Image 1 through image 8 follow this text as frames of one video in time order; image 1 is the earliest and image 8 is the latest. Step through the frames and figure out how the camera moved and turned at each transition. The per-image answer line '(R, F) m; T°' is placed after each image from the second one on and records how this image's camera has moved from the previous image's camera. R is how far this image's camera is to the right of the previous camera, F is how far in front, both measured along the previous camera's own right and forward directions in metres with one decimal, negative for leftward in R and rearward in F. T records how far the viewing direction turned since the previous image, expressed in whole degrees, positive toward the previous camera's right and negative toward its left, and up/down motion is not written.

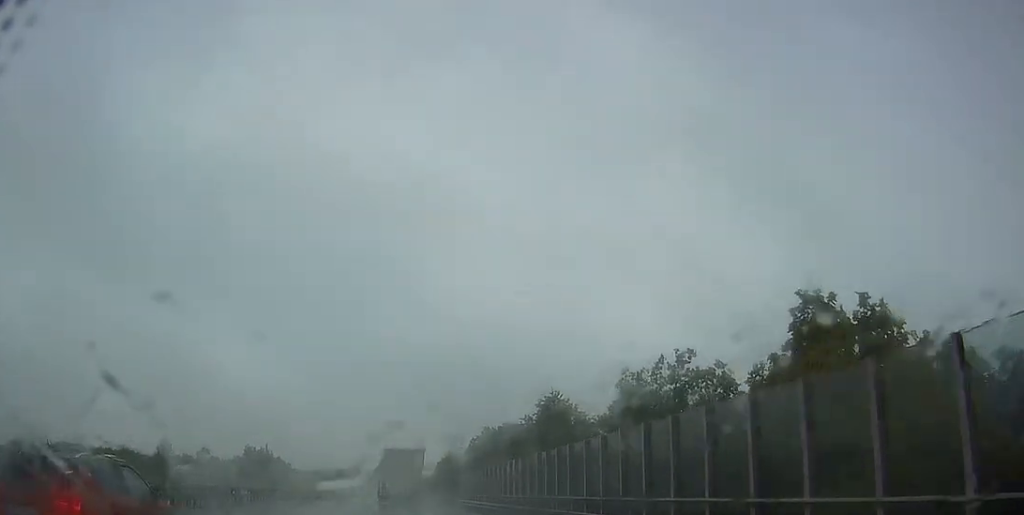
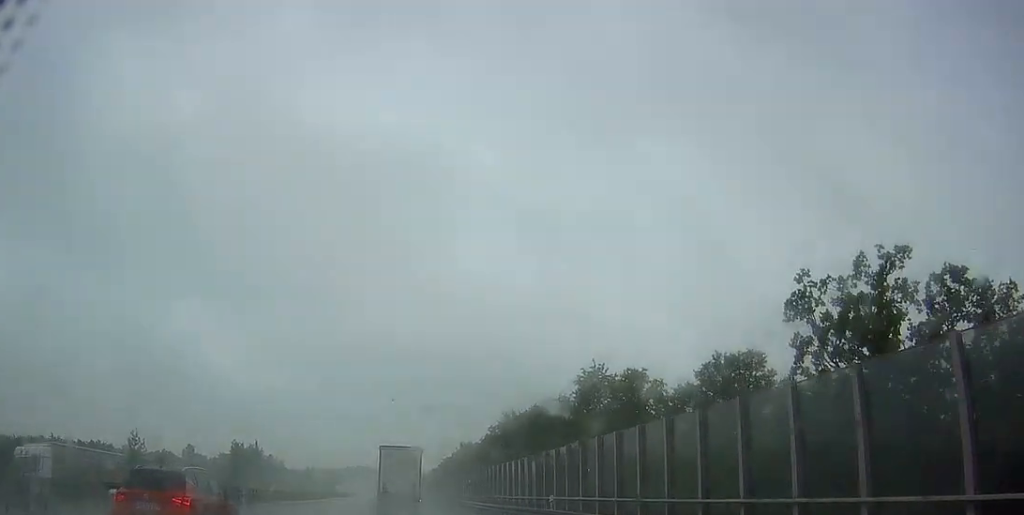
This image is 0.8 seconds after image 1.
(-0.1, +18.4) m; 0°
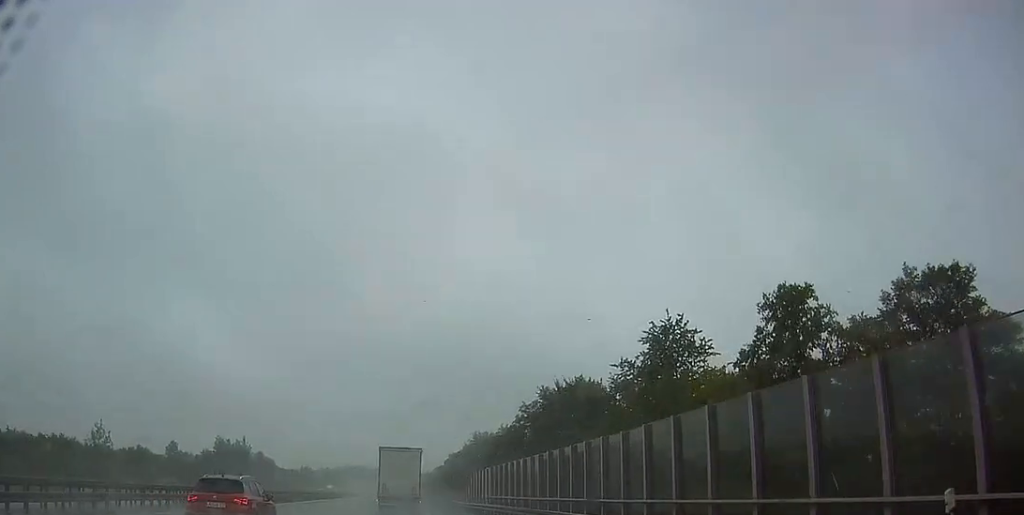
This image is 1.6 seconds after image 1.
(0.0, +19.2) m; 0°
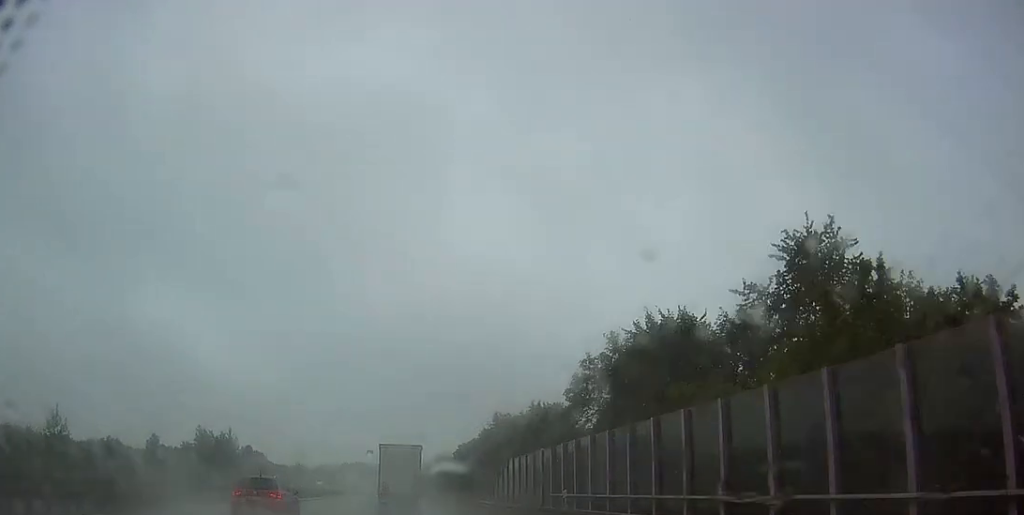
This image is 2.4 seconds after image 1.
(+0.1, +19.1) m; +1°
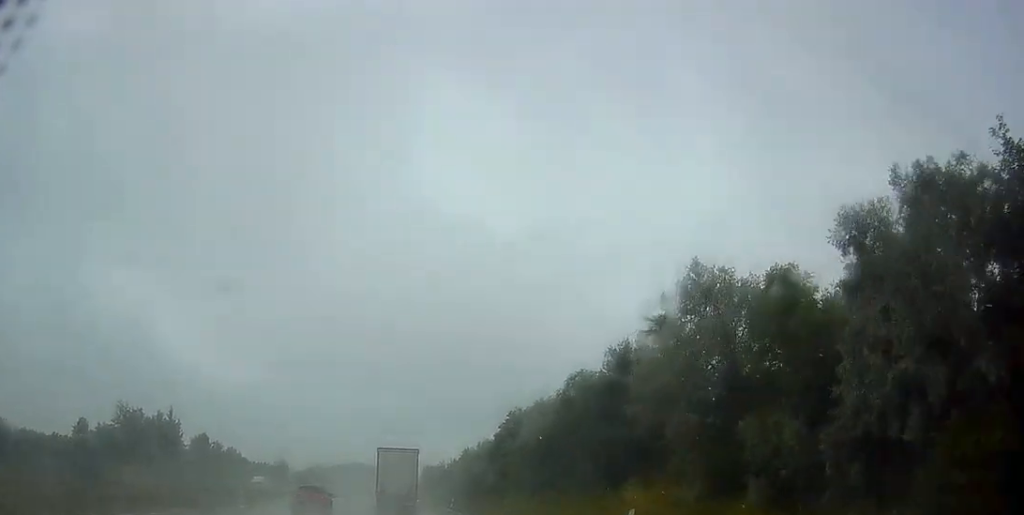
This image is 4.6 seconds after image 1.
(-0.6, +51.8) m; -2°
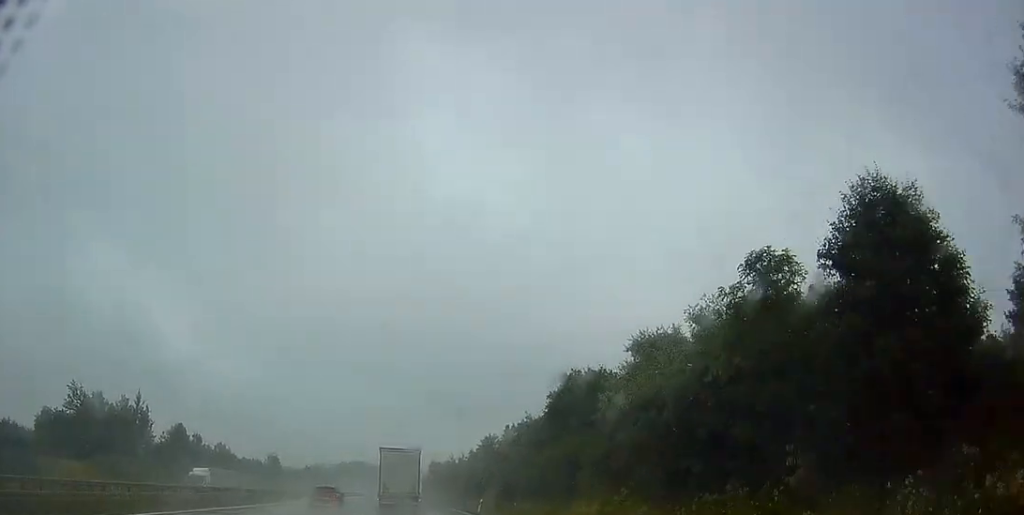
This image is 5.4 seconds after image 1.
(-0.1, +20.0) m; +1°
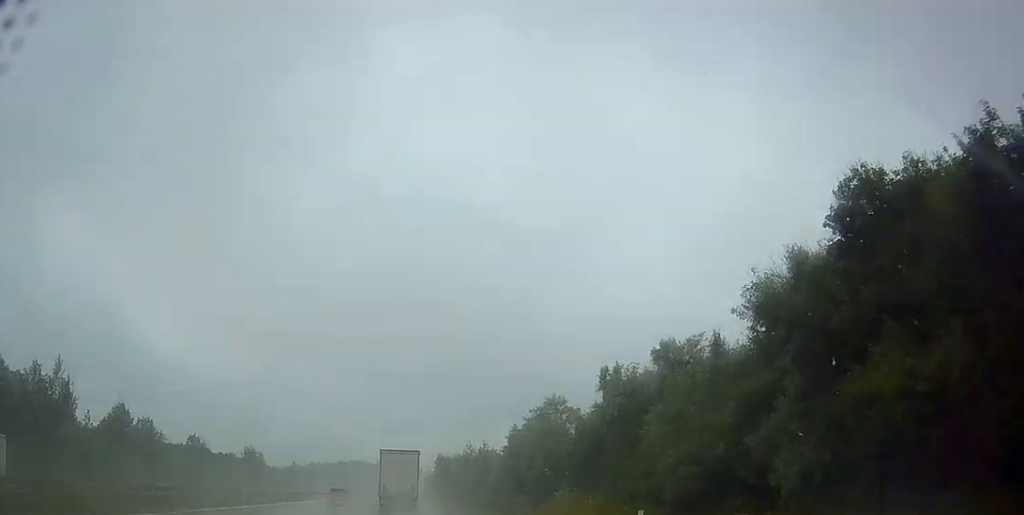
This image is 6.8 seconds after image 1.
(+0.6, +31.2) m; 0°
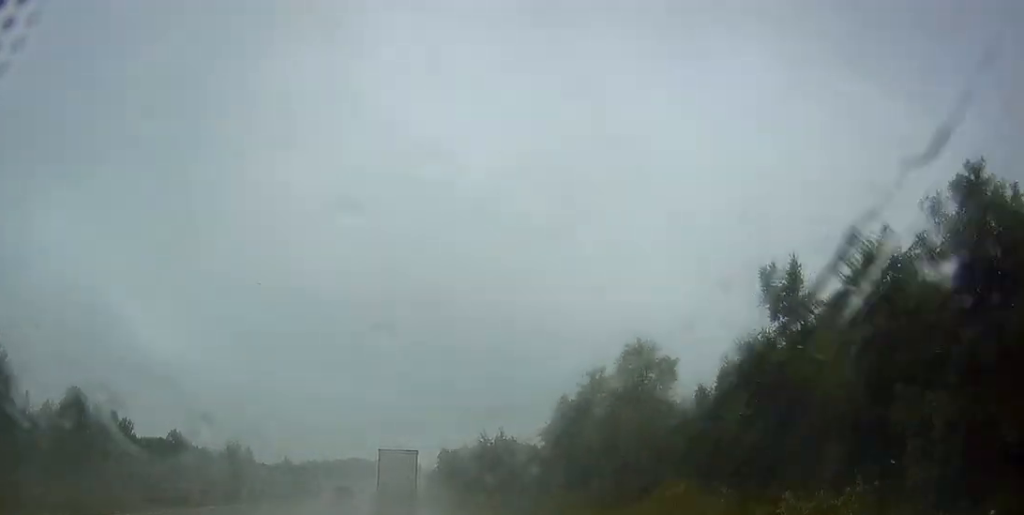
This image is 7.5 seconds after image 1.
(0.0, +16.7) m; -1°
